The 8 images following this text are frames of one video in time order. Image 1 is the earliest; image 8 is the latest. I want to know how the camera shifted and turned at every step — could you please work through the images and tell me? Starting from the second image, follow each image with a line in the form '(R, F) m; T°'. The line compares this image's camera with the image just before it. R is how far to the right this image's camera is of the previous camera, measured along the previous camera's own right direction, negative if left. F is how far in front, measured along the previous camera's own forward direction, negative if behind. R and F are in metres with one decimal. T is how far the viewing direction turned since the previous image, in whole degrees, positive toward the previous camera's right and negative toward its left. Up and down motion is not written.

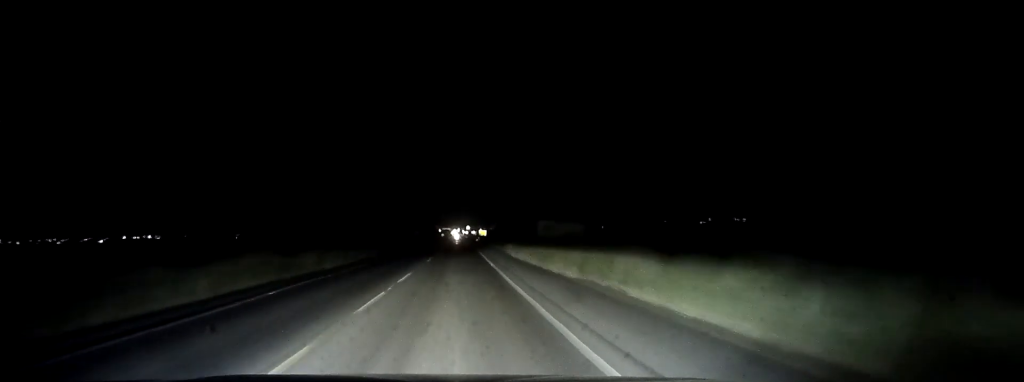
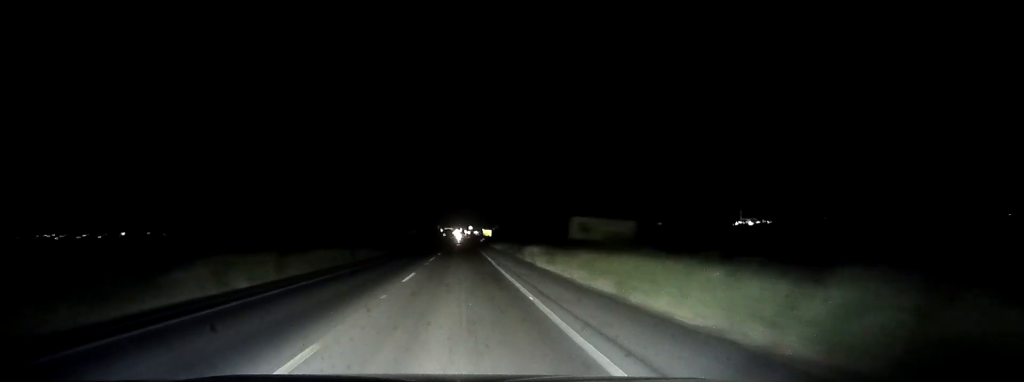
(0.0, +16.5) m; 0°
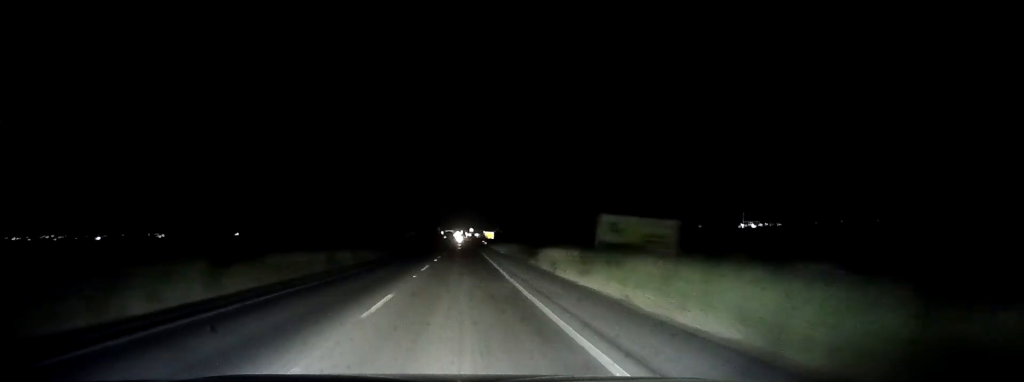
(0.0, +8.6) m; 0°
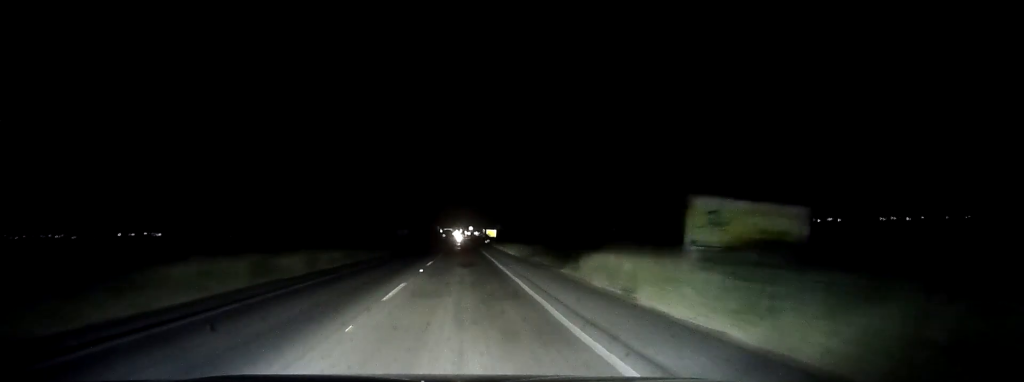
(-0.1, +13.9) m; 0°
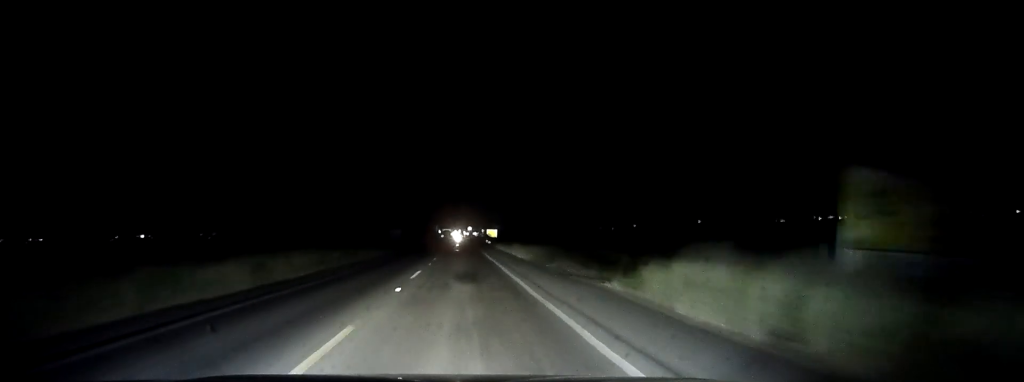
(0.0, +8.8) m; 0°
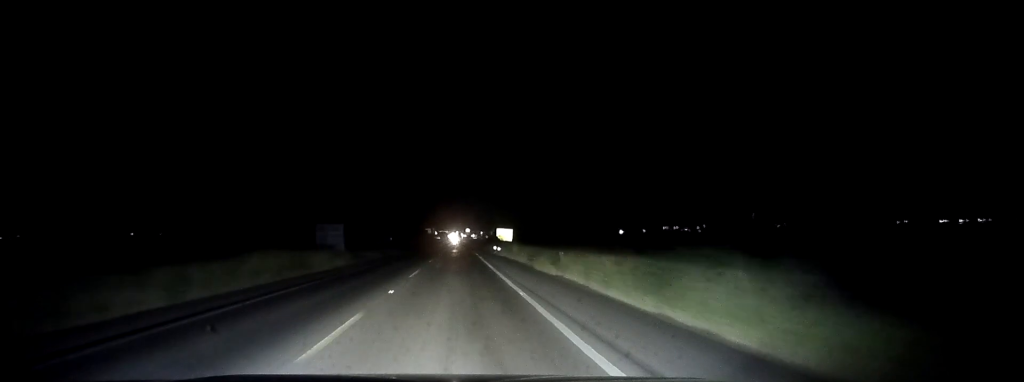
(+0.1, +47.8) m; 0°
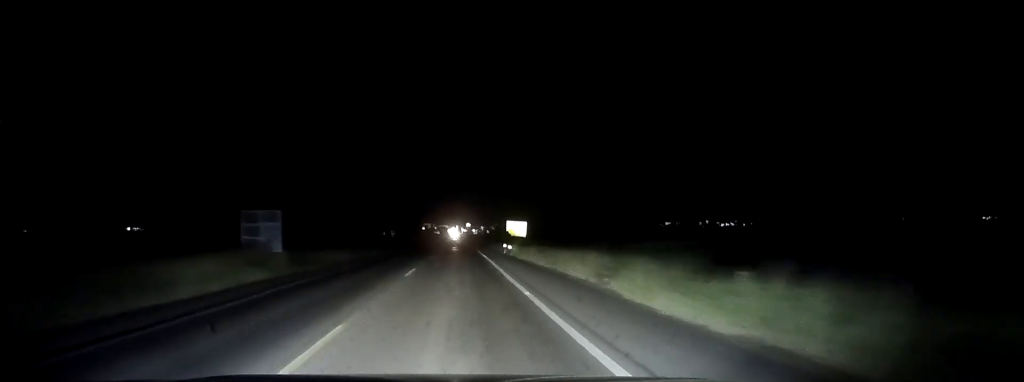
(-0.1, +18.5) m; 0°
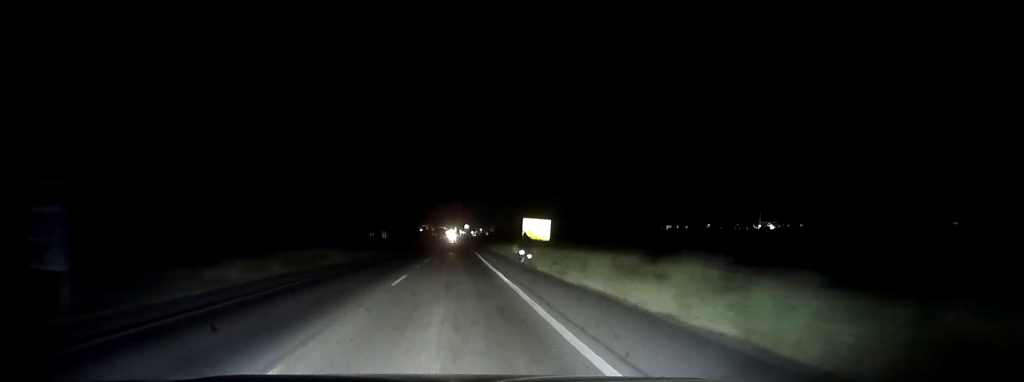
(+0.1, +20.2) m; -3°
